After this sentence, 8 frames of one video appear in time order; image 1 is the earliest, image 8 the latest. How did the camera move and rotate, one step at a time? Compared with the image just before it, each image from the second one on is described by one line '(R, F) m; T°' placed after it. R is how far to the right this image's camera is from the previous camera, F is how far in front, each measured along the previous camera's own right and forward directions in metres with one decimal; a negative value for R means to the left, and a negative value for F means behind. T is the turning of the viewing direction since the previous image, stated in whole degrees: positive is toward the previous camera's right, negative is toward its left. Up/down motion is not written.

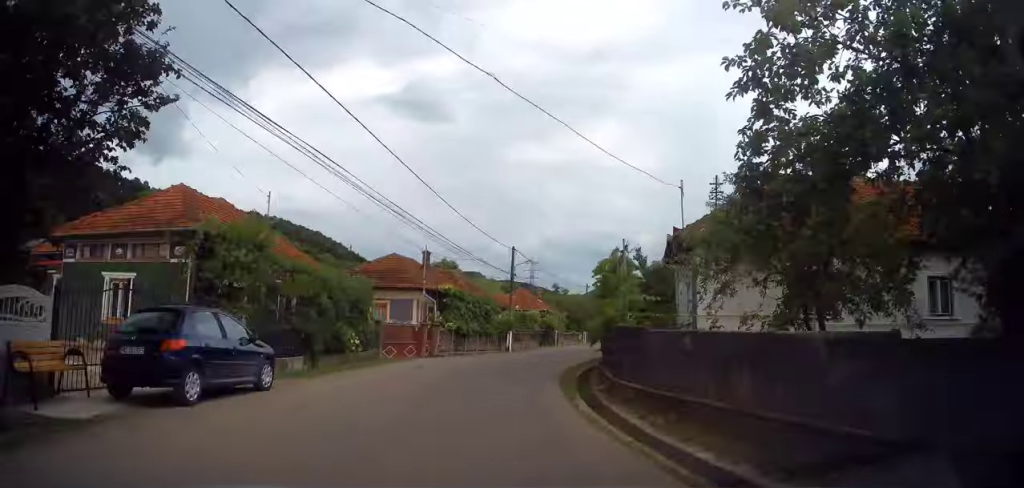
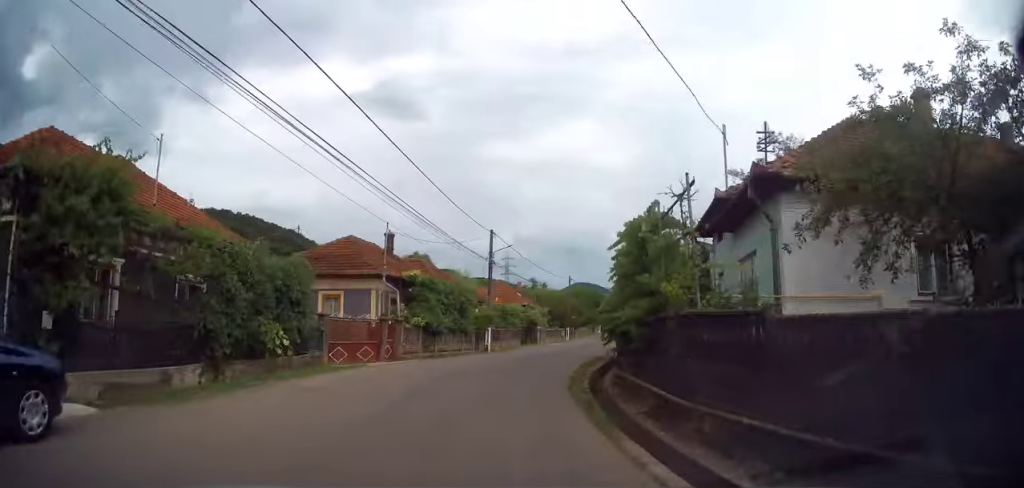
(+0.1, +5.6) m; +2°
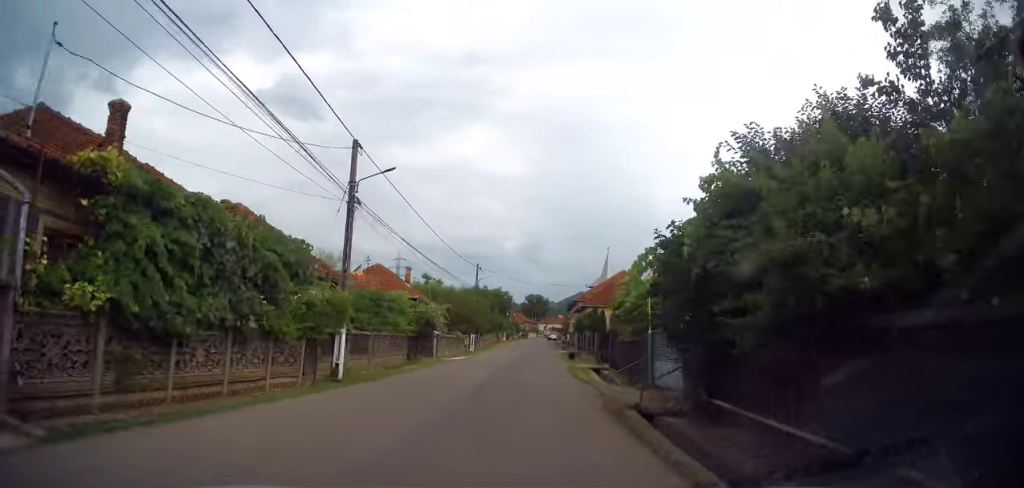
(+1.2, +17.2) m; +10°
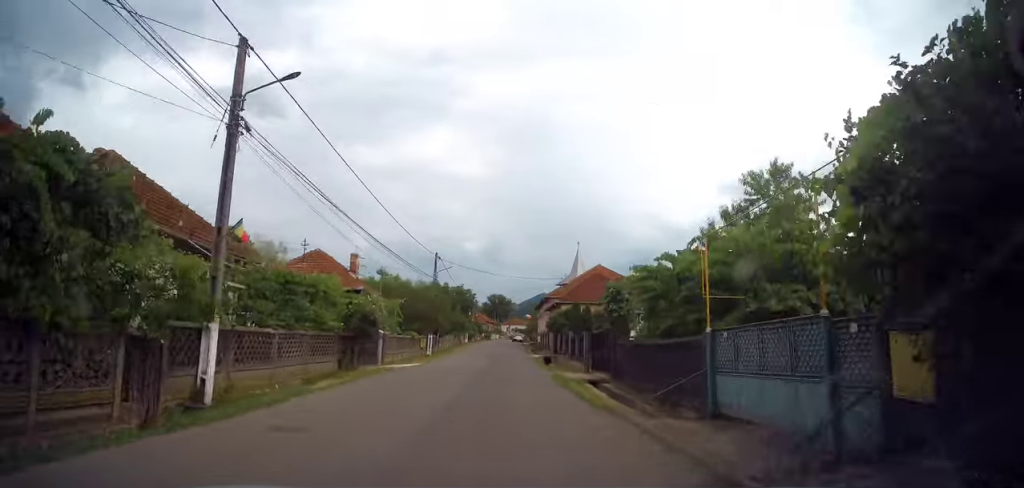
(+0.2, +6.5) m; +3°
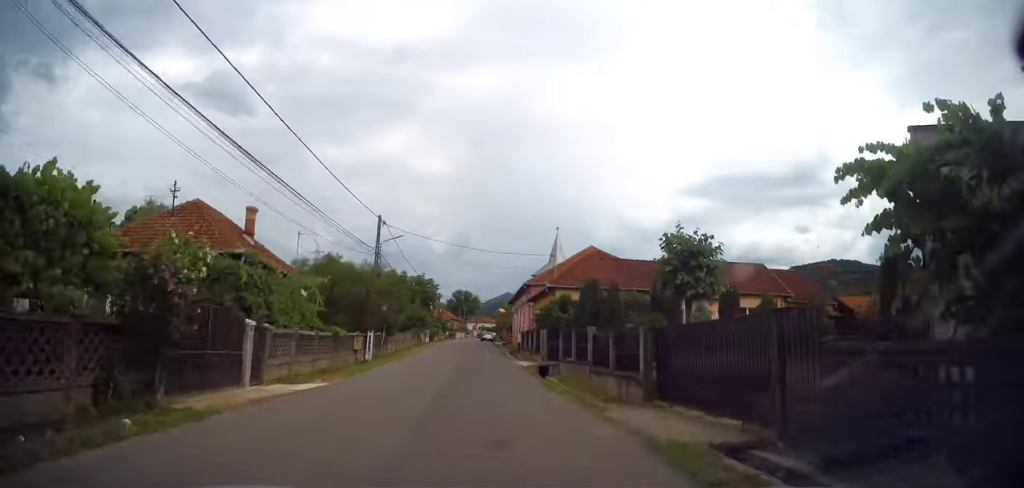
(+0.7, +11.9) m; +3°
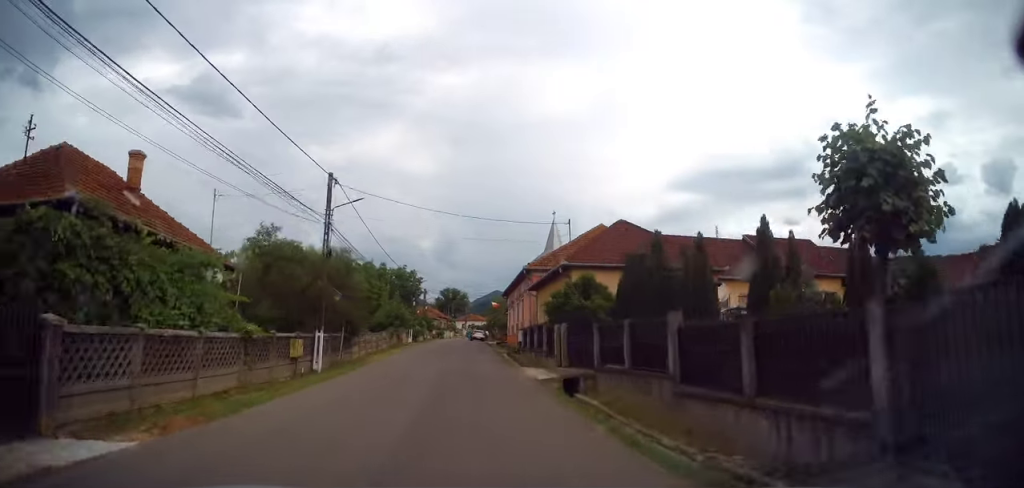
(0.0, +8.0) m; 0°
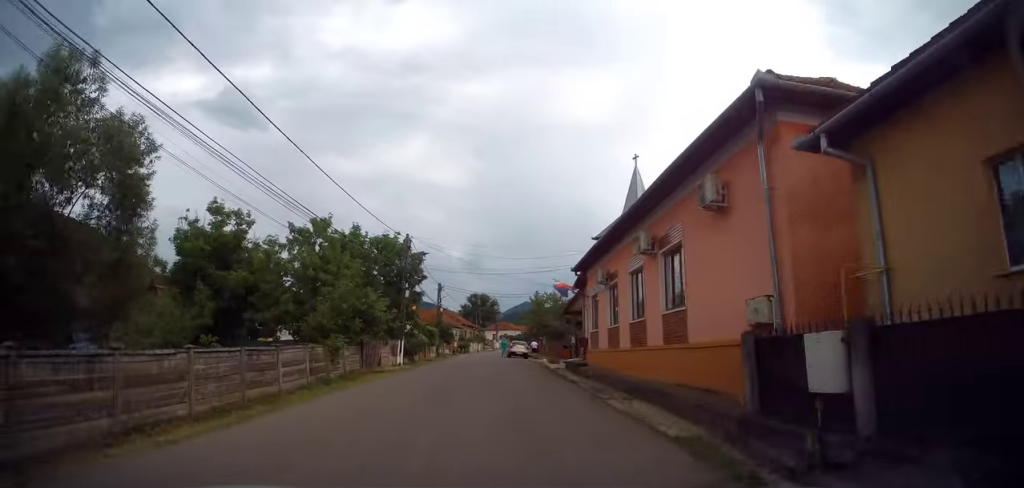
(0.0, +26.2) m; 0°
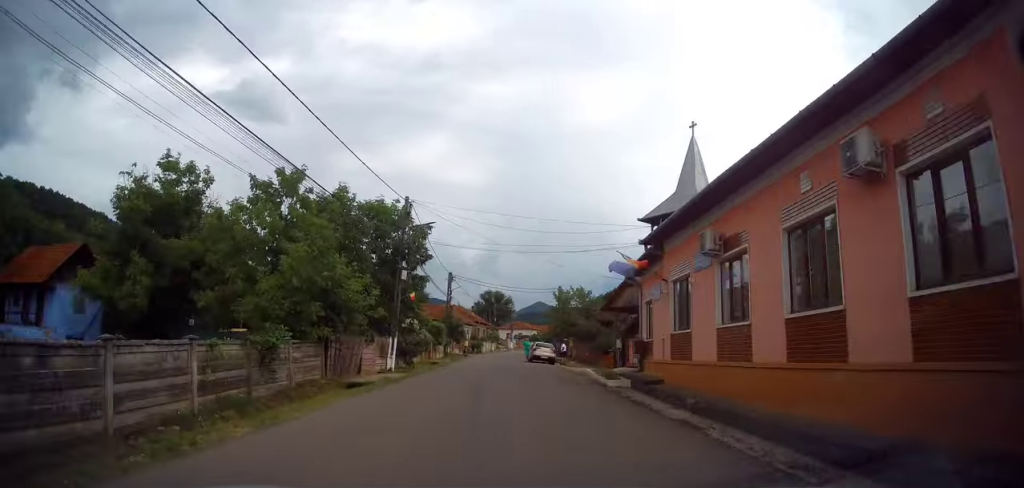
(0.0, +8.4) m; 0°
